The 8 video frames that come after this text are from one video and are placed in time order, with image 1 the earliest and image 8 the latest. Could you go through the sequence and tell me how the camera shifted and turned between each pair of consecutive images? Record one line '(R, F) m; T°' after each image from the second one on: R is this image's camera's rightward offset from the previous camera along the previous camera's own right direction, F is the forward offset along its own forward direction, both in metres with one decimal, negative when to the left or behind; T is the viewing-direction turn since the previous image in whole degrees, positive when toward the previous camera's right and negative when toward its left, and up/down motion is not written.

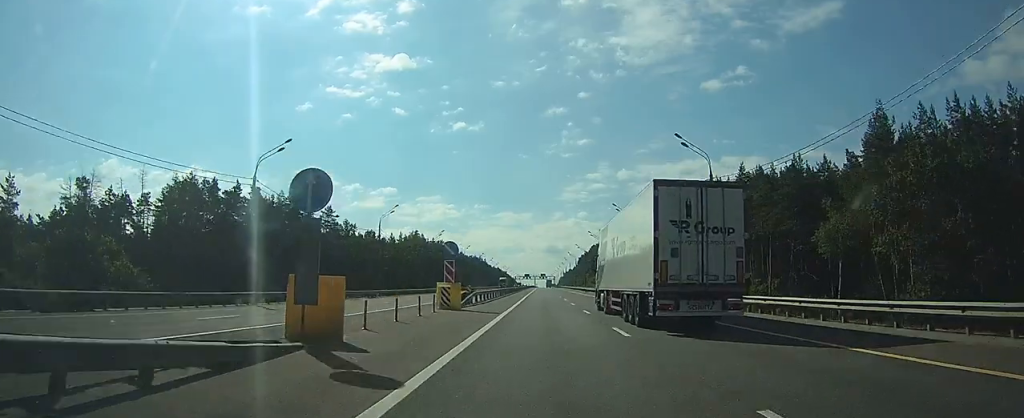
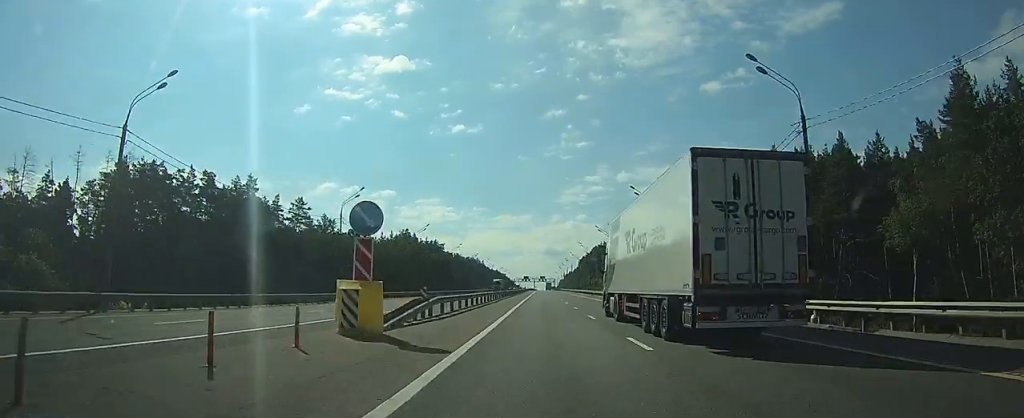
(0.0, +14.6) m; 0°
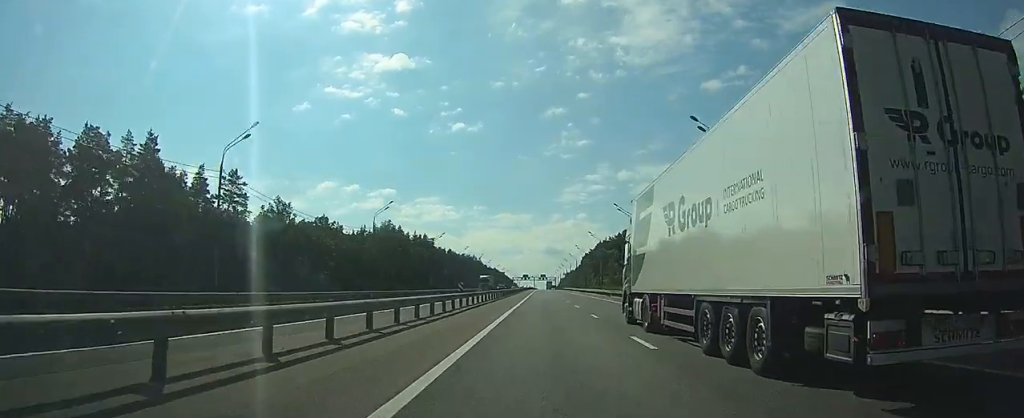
(0.0, +23.9) m; 0°
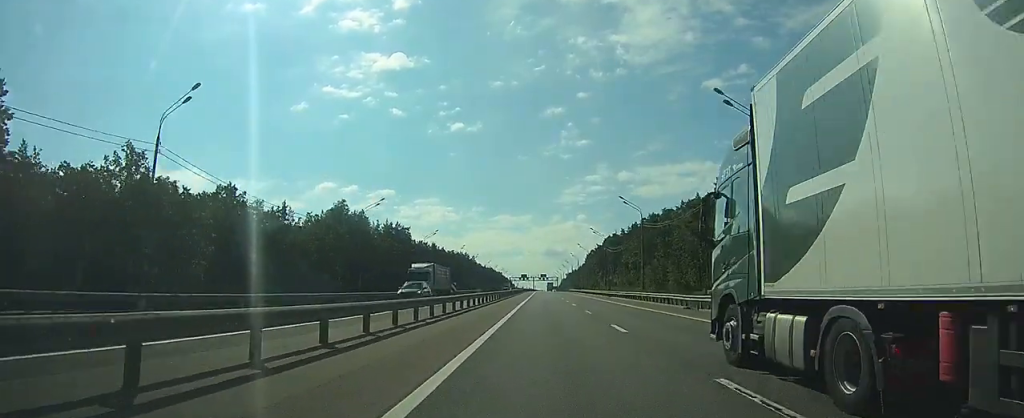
(-0.1, +42.5) m; 0°
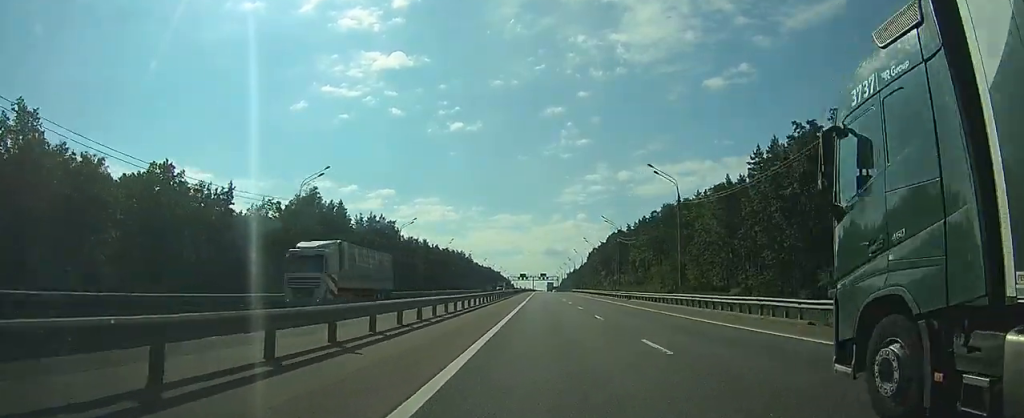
(0.0, +17.6) m; 0°
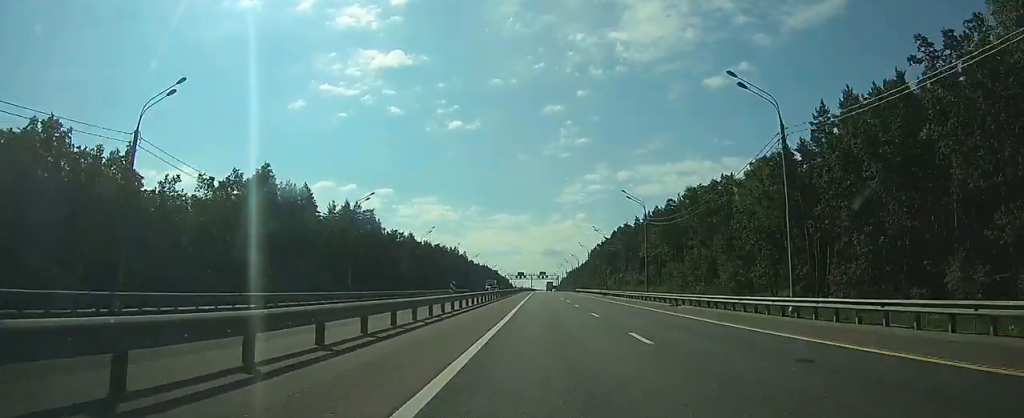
(0.0, +21.7) m; 0°
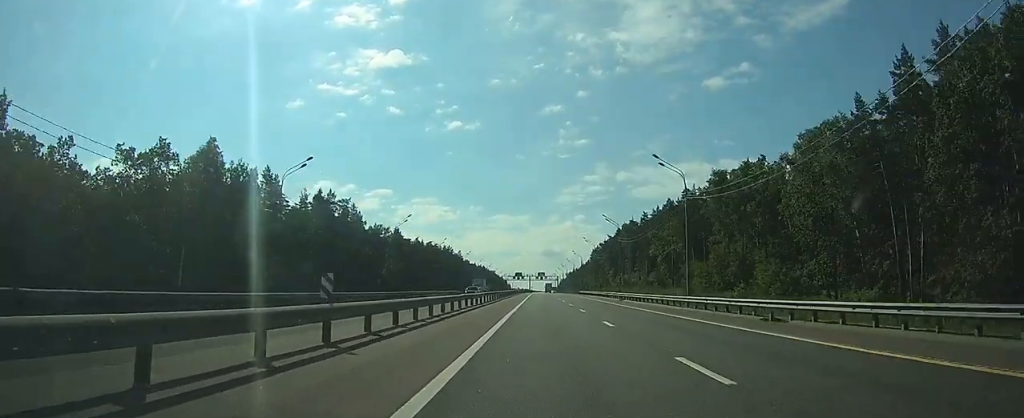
(0.0, +17.5) m; 0°
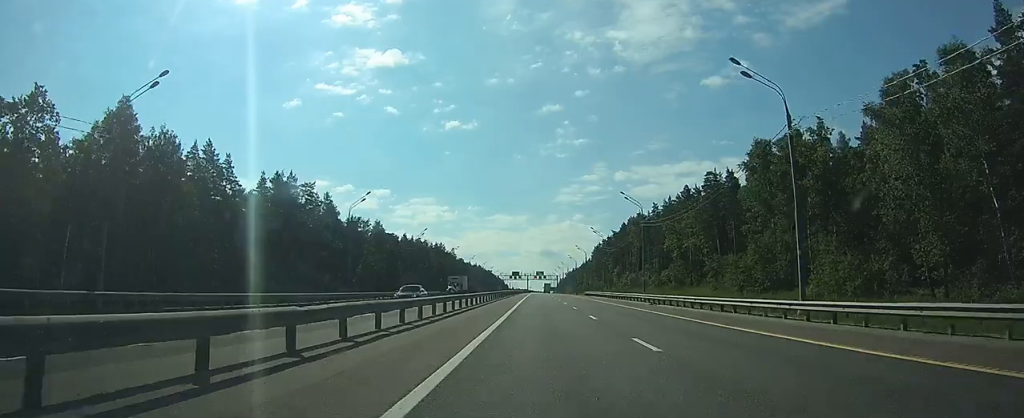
(0.0, +19.6) m; 0°
